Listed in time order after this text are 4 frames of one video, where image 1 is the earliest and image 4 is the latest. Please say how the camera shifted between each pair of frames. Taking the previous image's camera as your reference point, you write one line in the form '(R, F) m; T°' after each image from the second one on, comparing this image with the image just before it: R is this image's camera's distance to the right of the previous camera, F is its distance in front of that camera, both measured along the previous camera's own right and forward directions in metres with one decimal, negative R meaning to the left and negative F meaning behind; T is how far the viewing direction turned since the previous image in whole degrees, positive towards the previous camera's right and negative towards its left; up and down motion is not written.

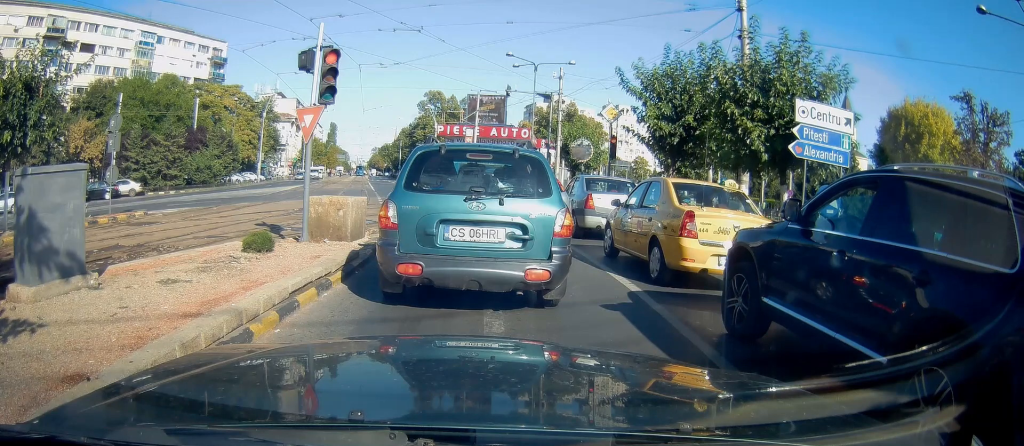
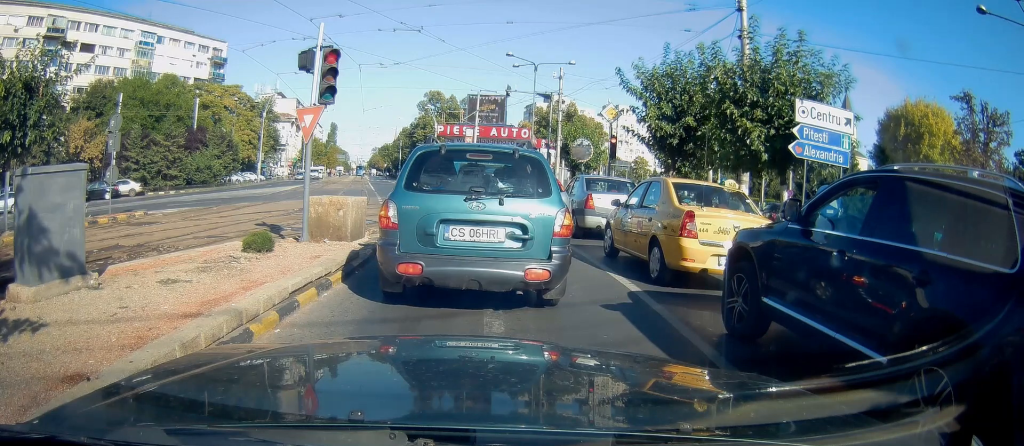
(0.0, 0.0) m; 0°
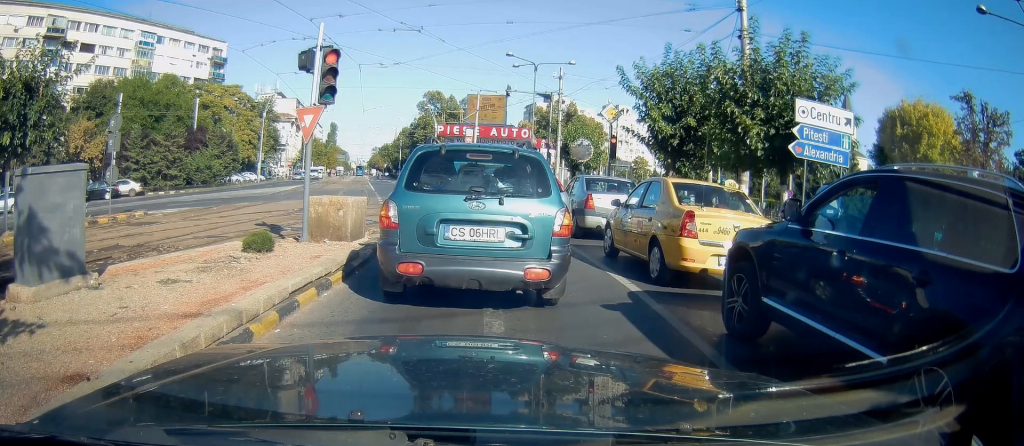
(0.0, 0.0) m; 0°
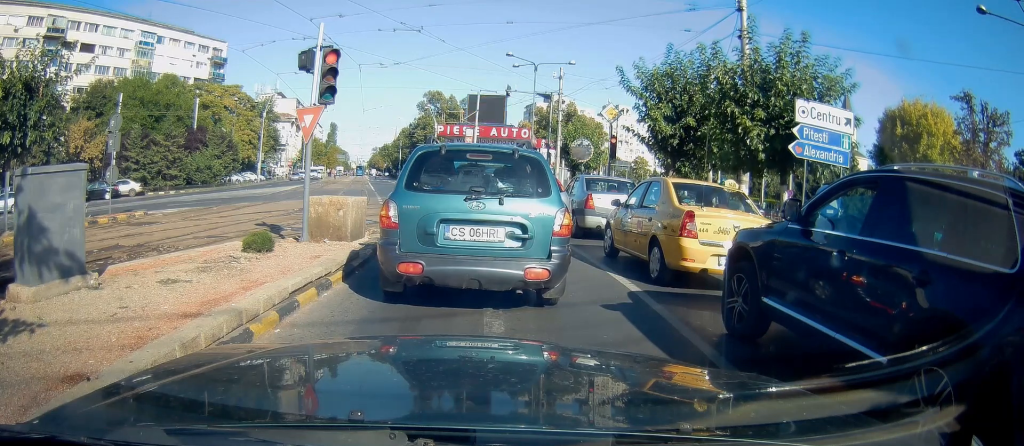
(0.0, 0.0) m; 0°
